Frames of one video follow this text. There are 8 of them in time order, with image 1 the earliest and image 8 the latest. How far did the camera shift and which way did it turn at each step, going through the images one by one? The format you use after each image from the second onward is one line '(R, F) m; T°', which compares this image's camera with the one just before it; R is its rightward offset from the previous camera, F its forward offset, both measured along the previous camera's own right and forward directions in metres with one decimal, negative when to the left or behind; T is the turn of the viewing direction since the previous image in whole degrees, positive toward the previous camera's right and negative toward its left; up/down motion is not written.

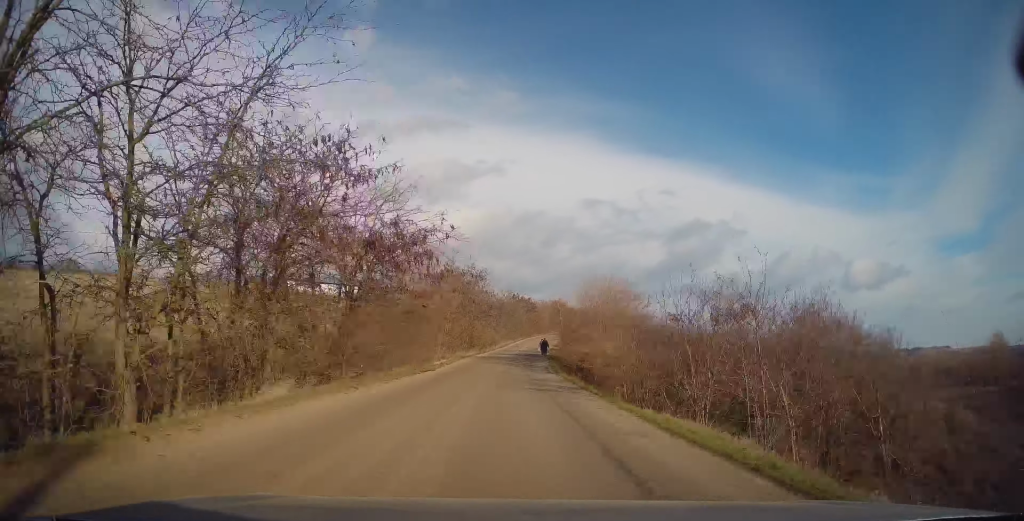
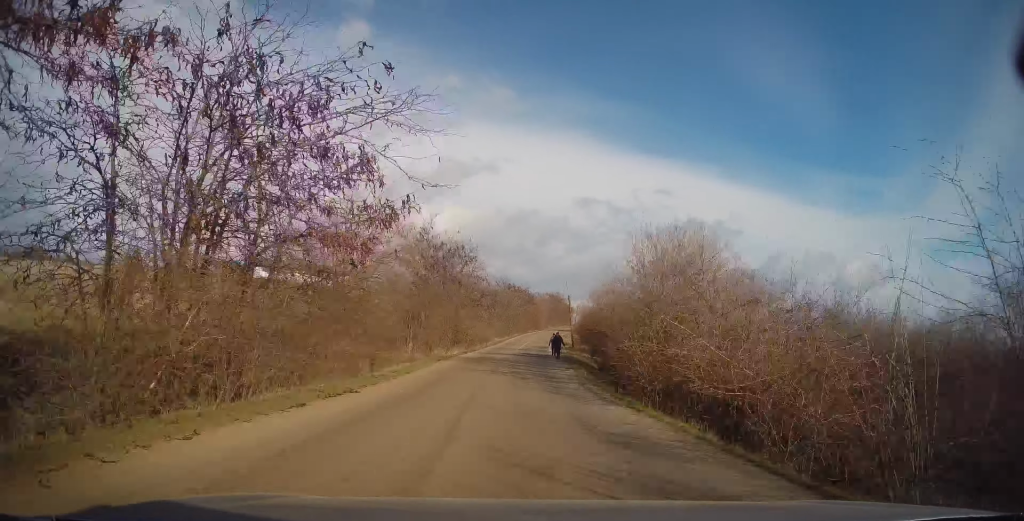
(+0.1, +14.5) m; +1°
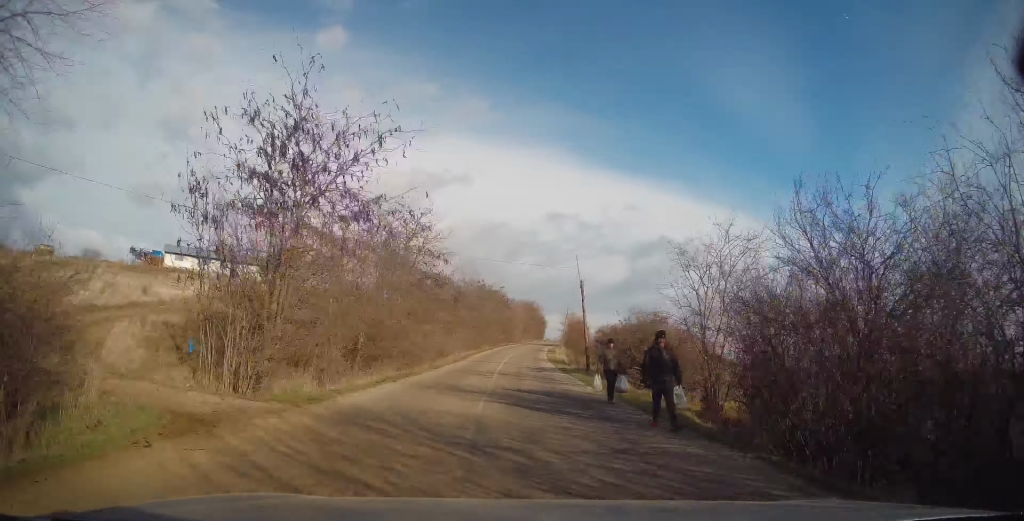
(+0.4, +22.5) m; +3°
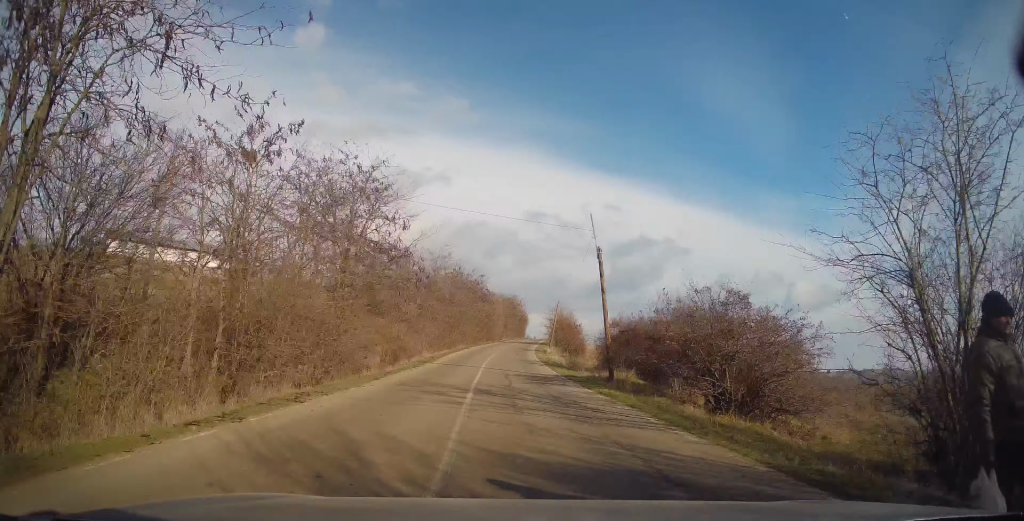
(+0.4, +10.5) m; +2°
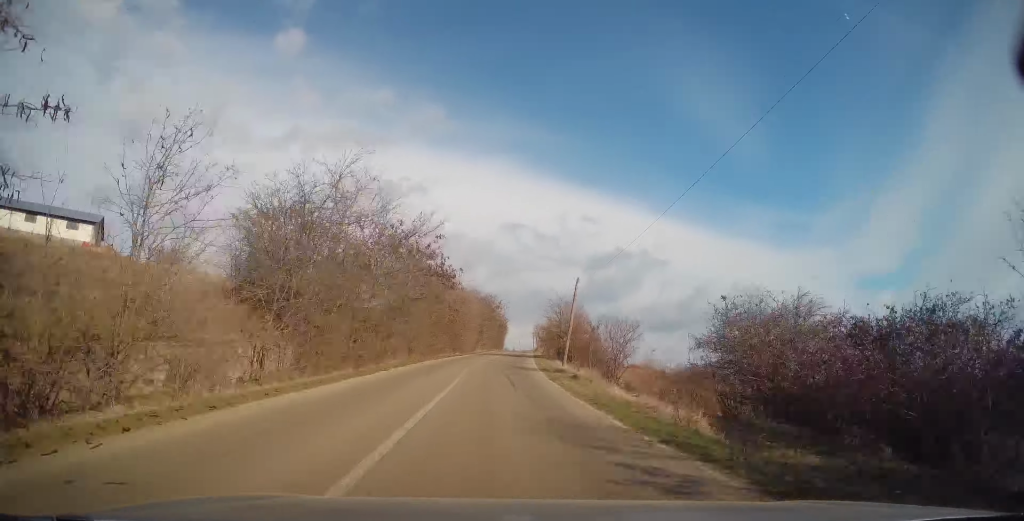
(+0.4, +29.2) m; +2°
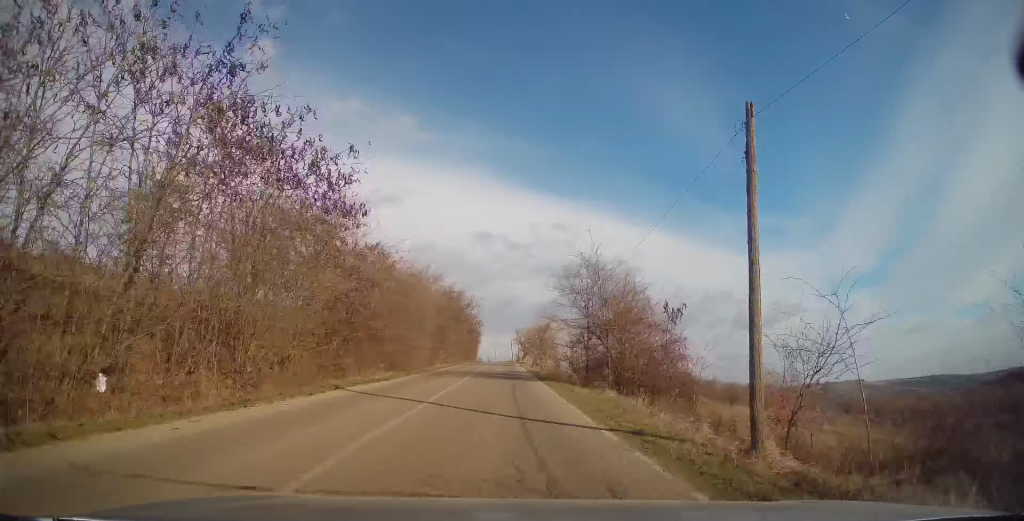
(+0.9, +26.5) m; +4°
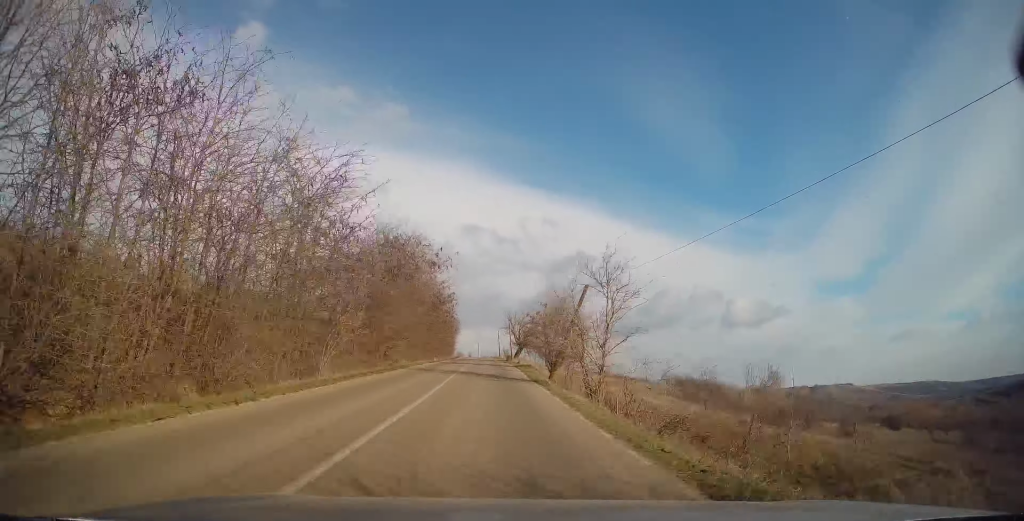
(+1.3, +32.6) m; +1°
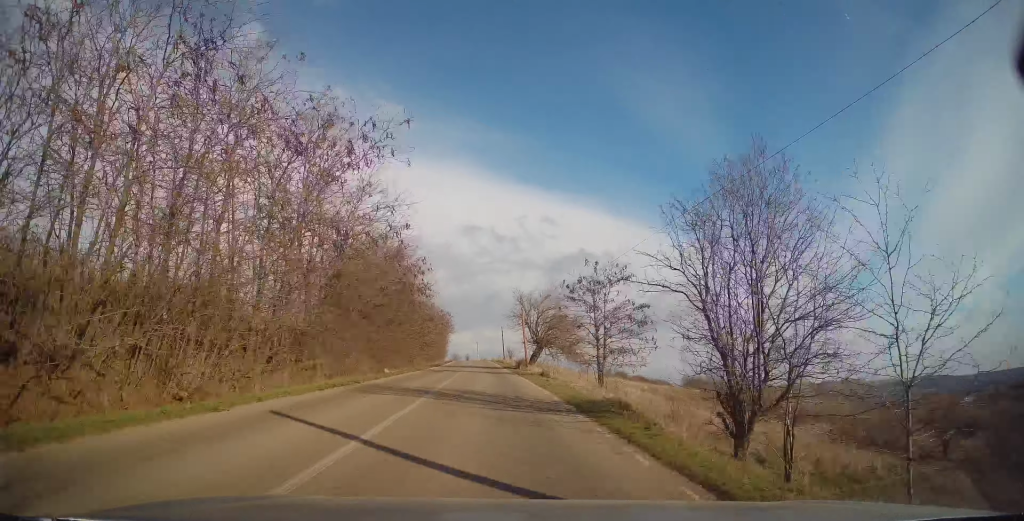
(-0.9, +27.5) m; -1°
